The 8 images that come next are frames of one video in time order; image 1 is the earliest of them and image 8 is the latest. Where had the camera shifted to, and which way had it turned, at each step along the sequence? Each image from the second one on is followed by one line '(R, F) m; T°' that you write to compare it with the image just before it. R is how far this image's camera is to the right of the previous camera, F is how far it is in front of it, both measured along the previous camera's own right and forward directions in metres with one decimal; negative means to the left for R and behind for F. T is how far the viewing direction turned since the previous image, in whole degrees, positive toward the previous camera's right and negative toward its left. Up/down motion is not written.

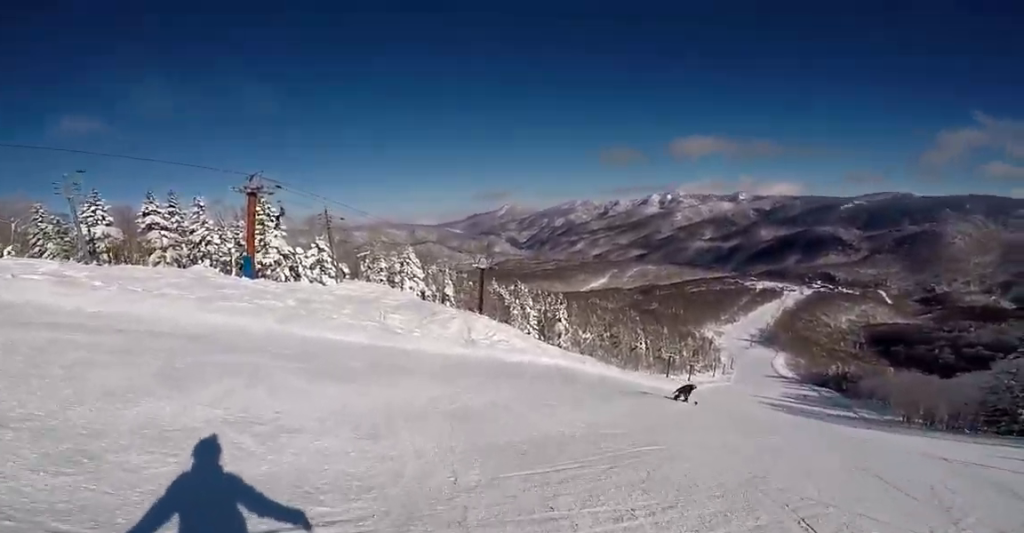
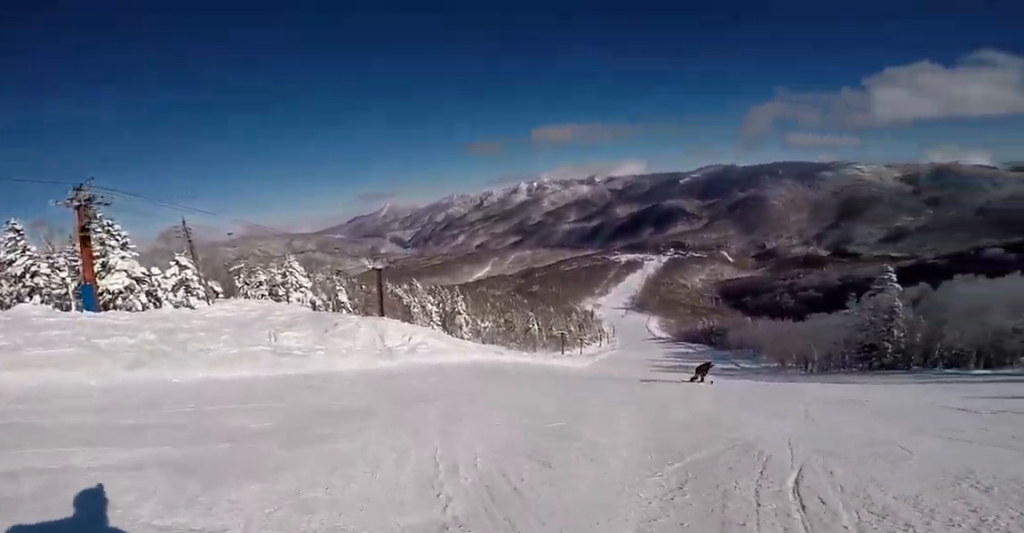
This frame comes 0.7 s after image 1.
(+1.2, +4.0) m; +18°
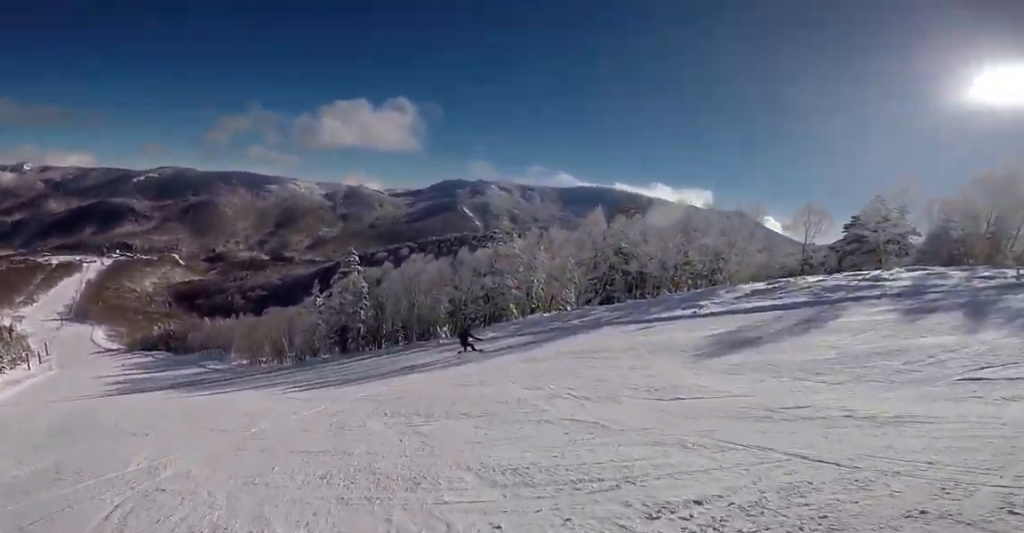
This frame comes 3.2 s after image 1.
(+8.4, +8.7) m; +79°
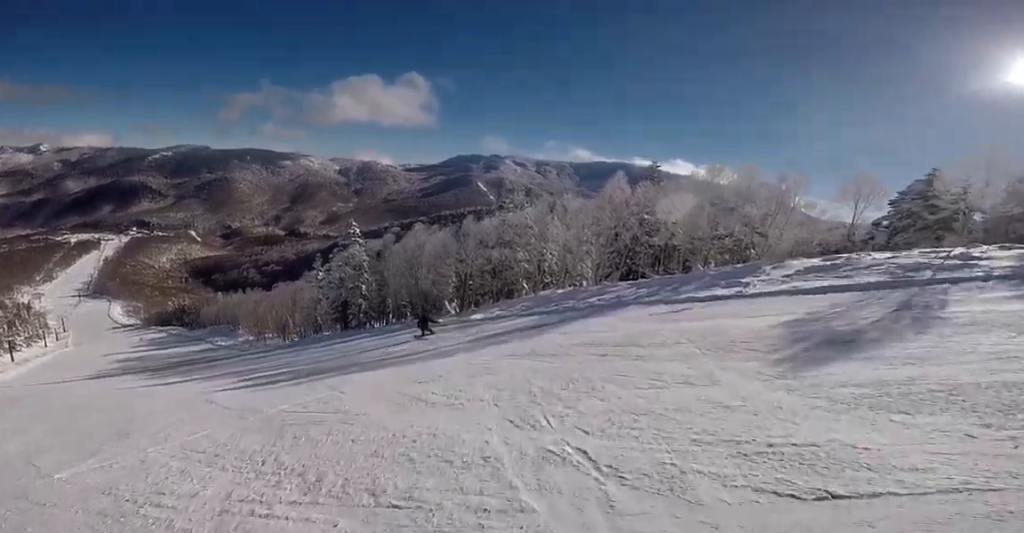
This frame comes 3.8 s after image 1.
(-0.5, +3.6) m; +4°
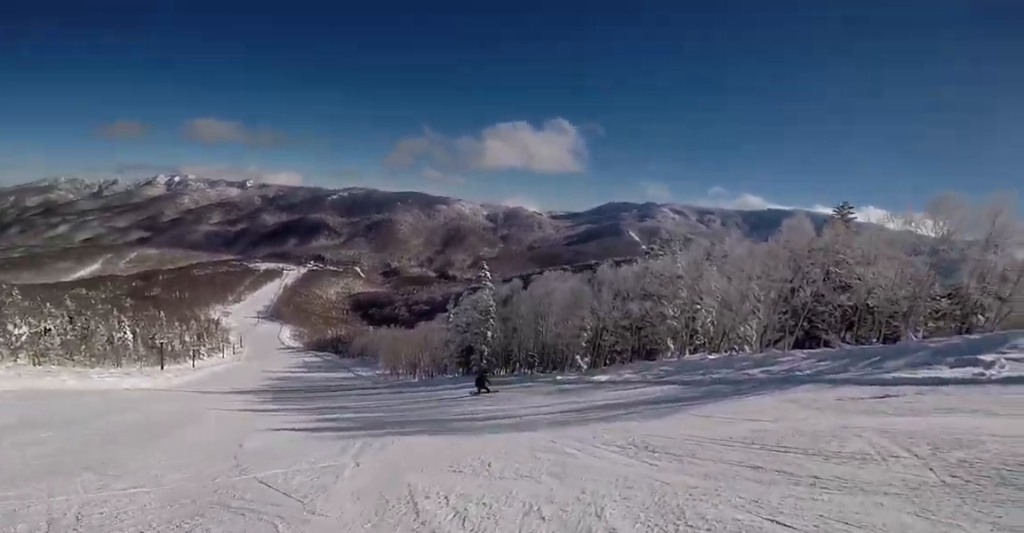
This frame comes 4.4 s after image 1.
(+0.6, +3.2) m; -9°
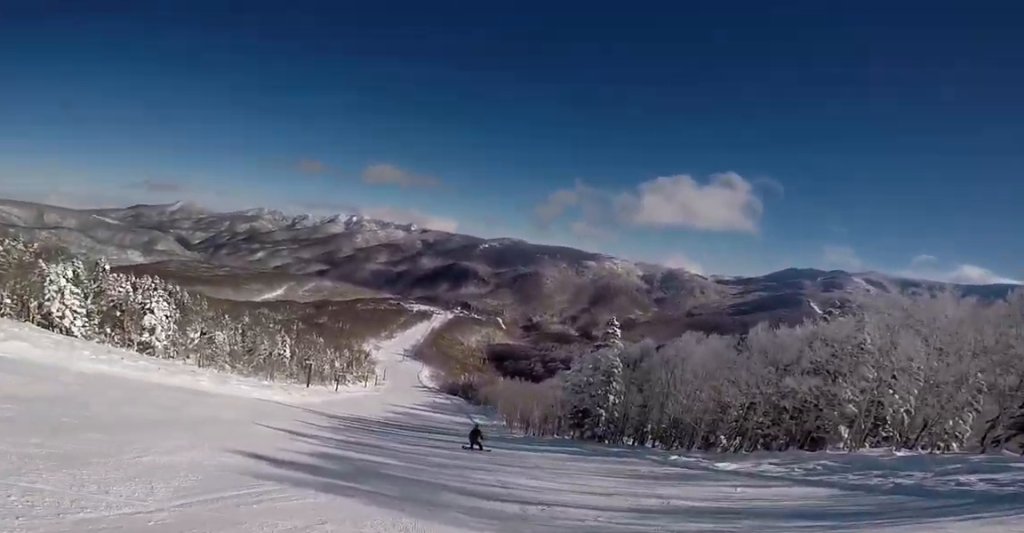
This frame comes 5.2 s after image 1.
(0.0, +3.8) m; -22°
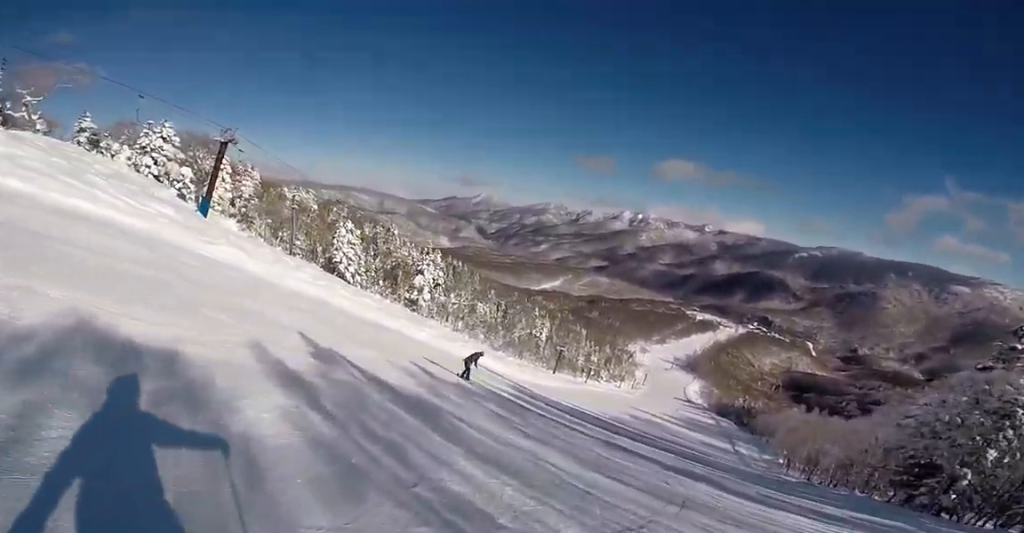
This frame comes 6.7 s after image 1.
(-4.7, +7.0) m; -59°
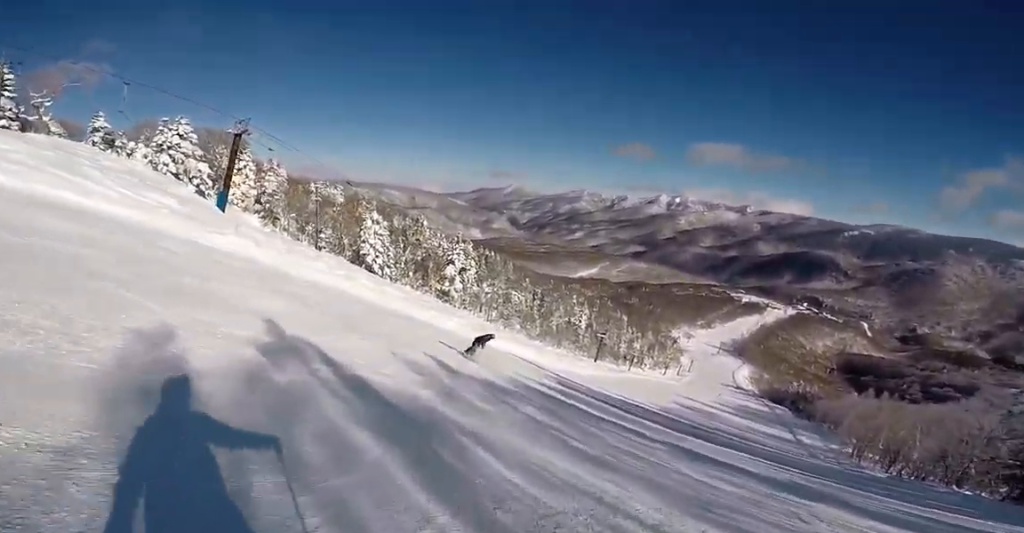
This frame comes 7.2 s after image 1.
(-0.4, +2.6) m; -12°
